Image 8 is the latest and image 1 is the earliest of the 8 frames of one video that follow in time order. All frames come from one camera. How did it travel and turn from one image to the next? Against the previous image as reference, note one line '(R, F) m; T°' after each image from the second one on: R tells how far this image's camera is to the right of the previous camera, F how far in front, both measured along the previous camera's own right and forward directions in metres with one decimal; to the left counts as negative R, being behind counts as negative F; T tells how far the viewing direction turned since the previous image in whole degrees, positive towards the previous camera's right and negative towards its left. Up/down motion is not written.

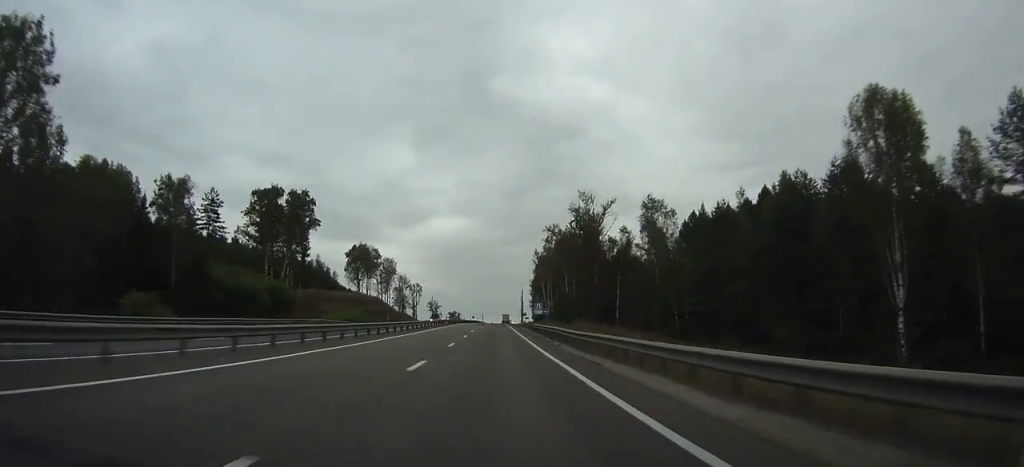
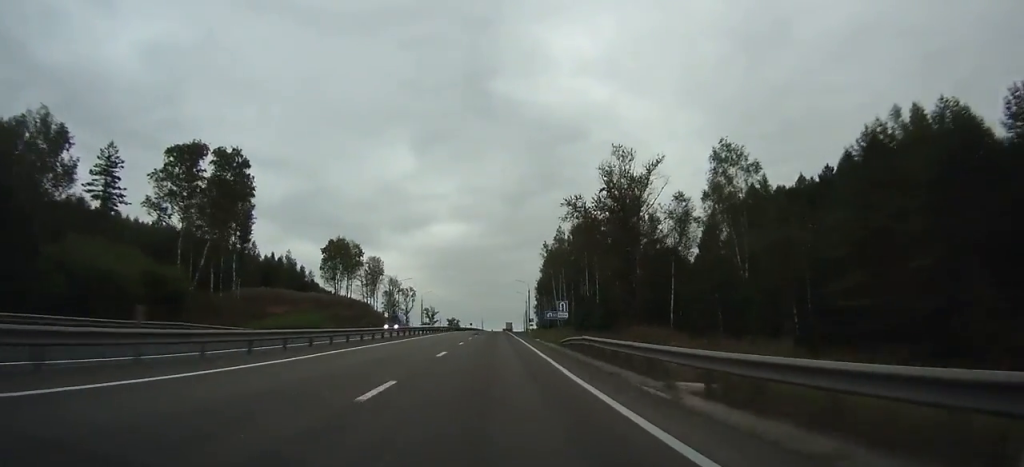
(0.0, +28.9) m; 0°
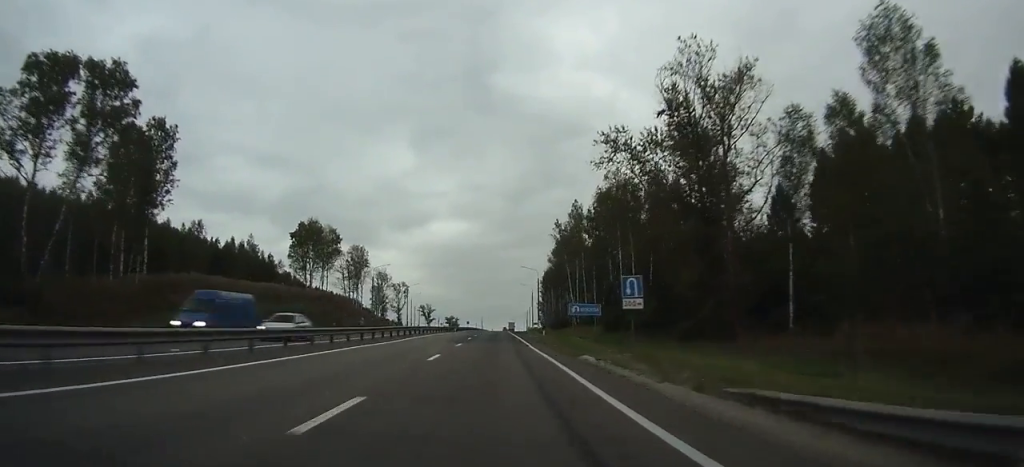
(0.0, +27.1) m; 0°
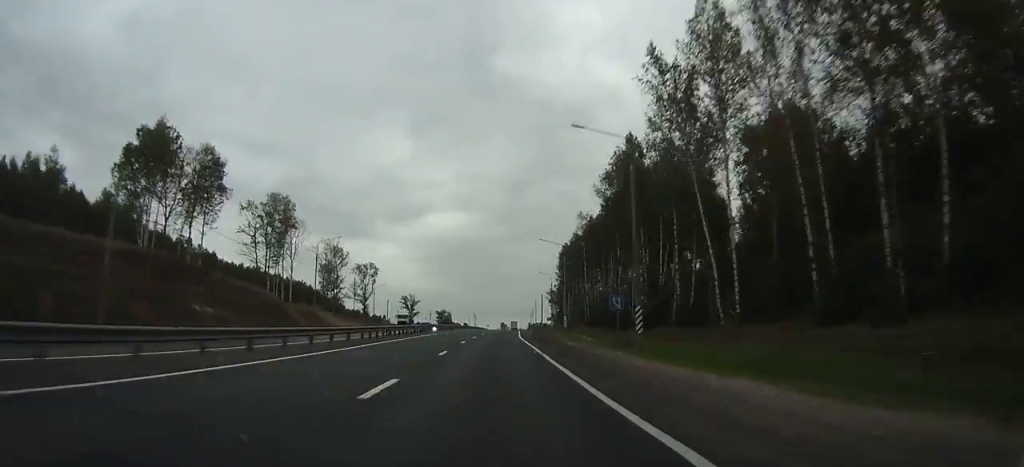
(-0.2, +70.0) m; 0°
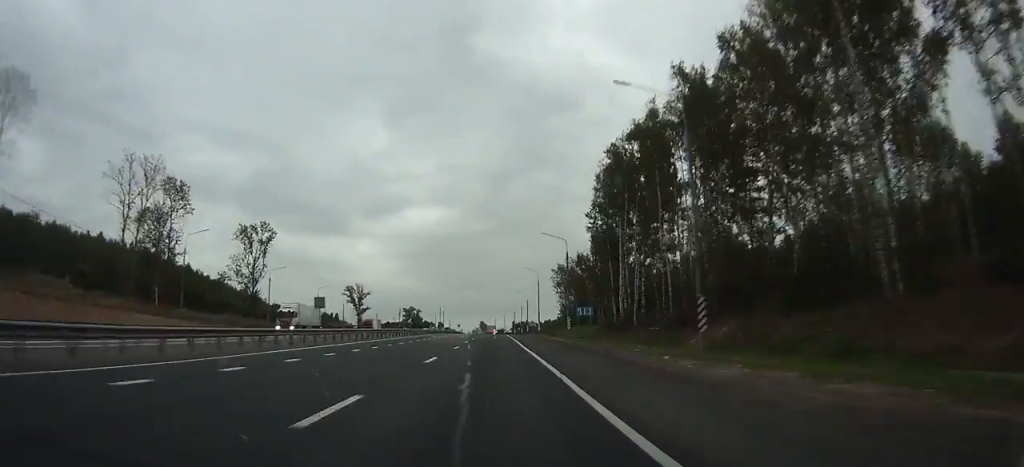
(+1.1, +86.5) m; +2°
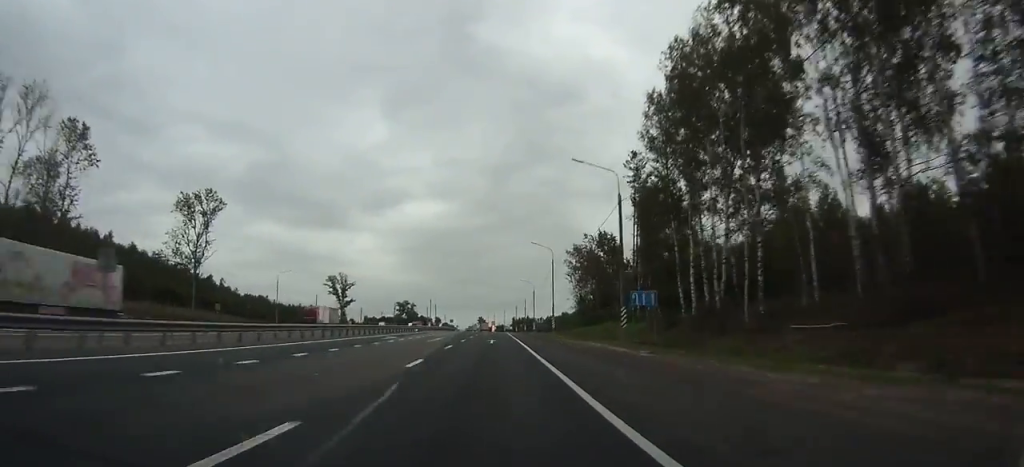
(+0.1, +27.0) m; 0°
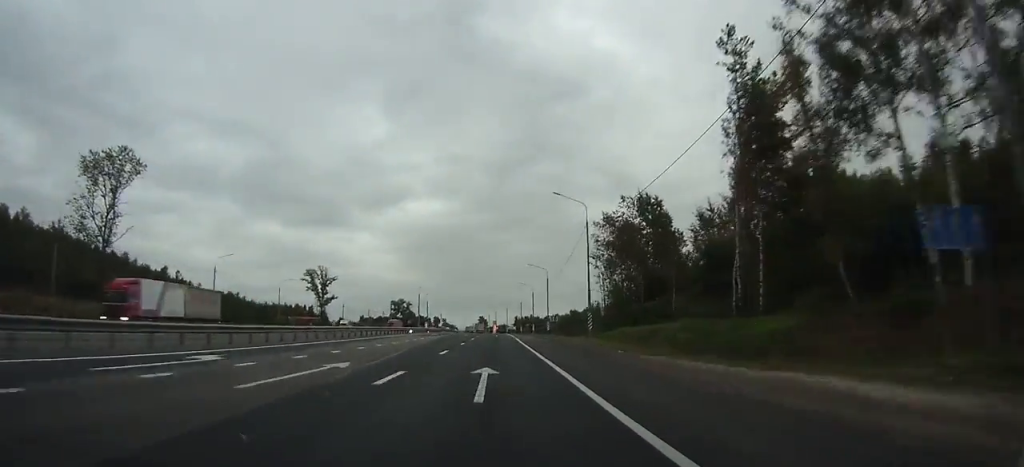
(+0.1, +28.5) m; 0°
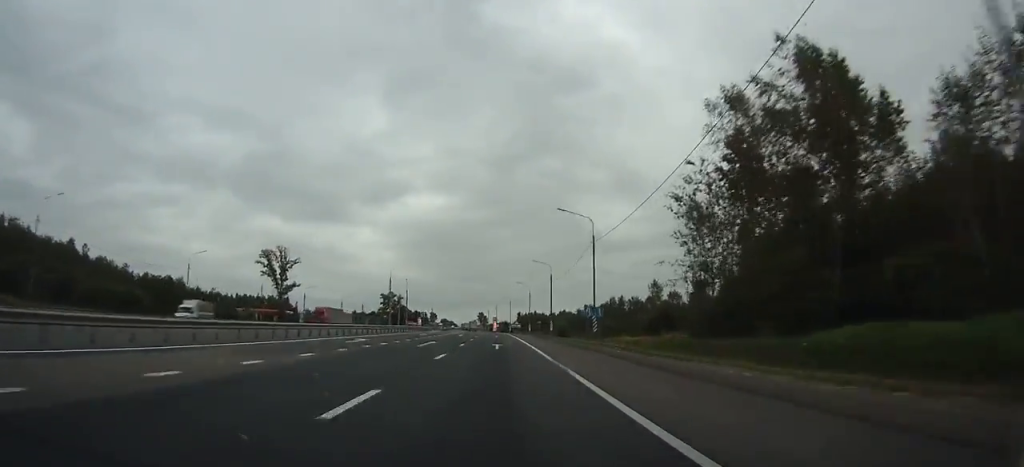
(+0.1, +40.4) m; 0°
